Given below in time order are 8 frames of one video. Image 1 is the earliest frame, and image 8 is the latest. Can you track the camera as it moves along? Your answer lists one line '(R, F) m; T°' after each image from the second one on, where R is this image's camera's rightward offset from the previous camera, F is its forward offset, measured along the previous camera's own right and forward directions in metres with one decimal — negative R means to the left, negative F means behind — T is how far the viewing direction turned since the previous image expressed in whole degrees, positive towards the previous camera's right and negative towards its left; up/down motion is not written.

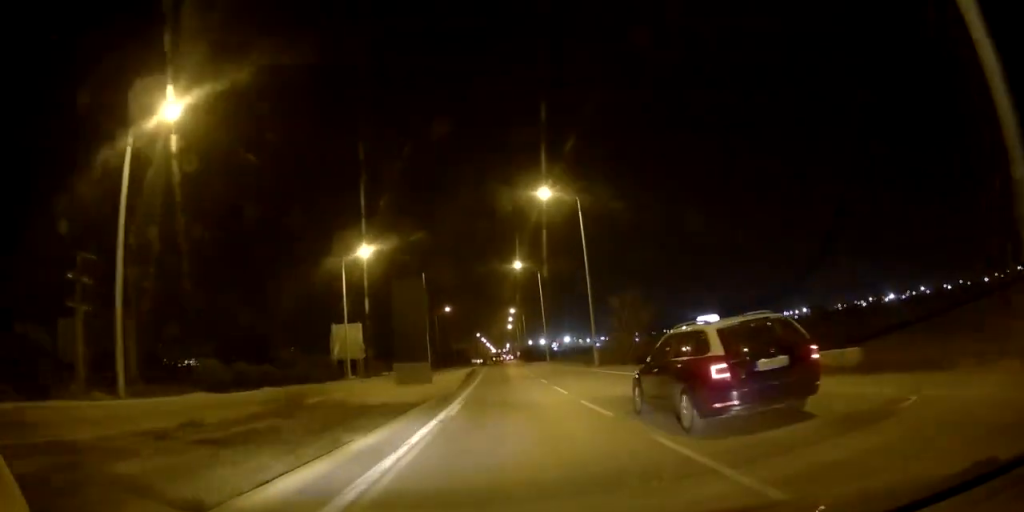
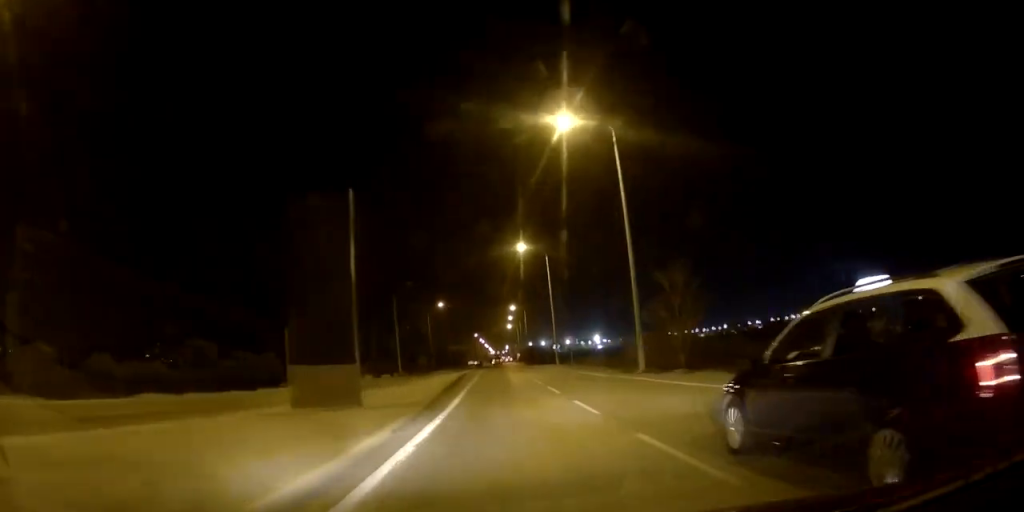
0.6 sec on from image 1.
(+0.2, +10.3) m; +1°
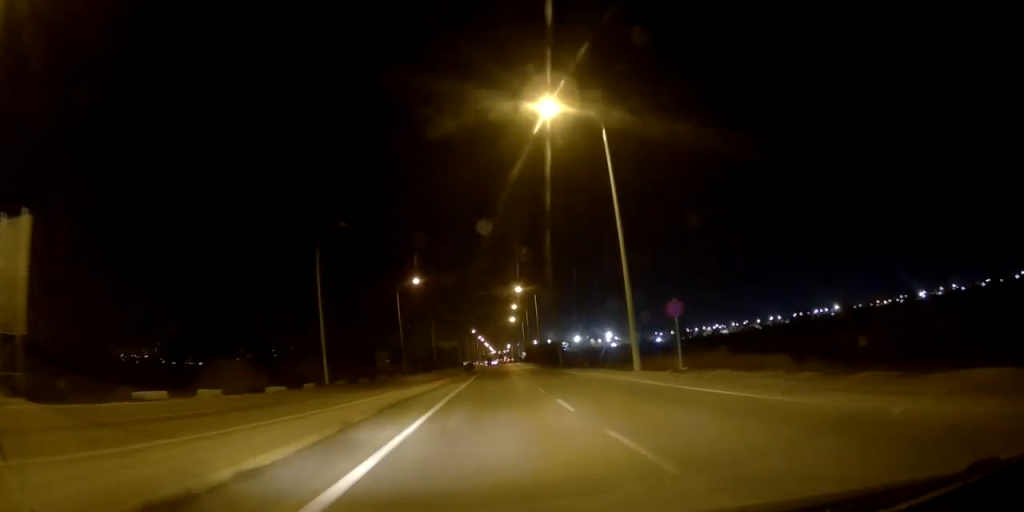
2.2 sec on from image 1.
(0.0, +29.0) m; -1°
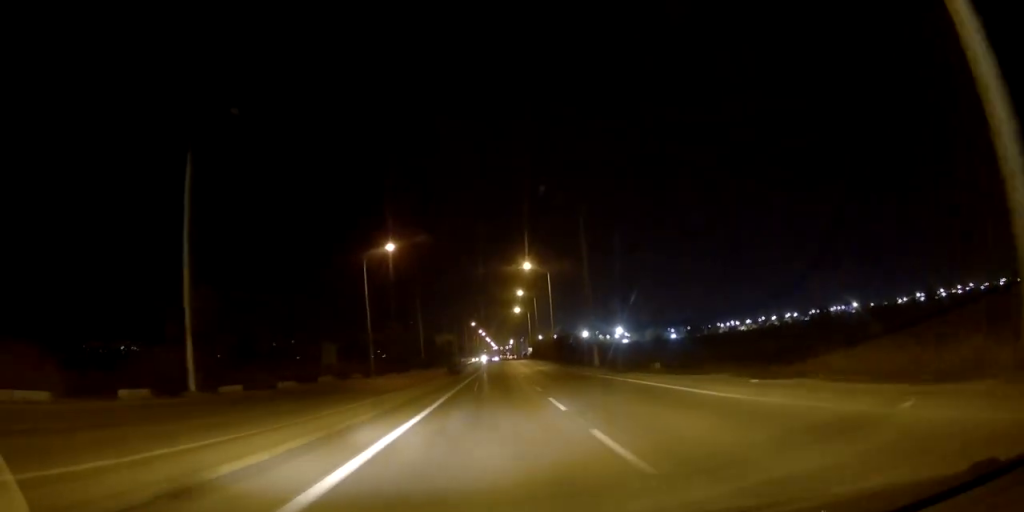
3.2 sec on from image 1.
(-0.2, +18.5) m; 0°
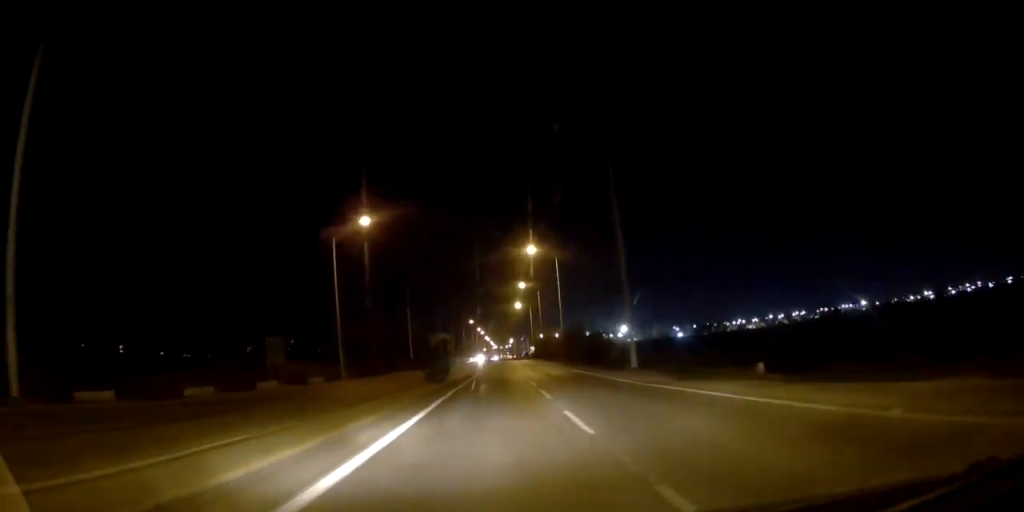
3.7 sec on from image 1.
(0.0, +10.4) m; +1°
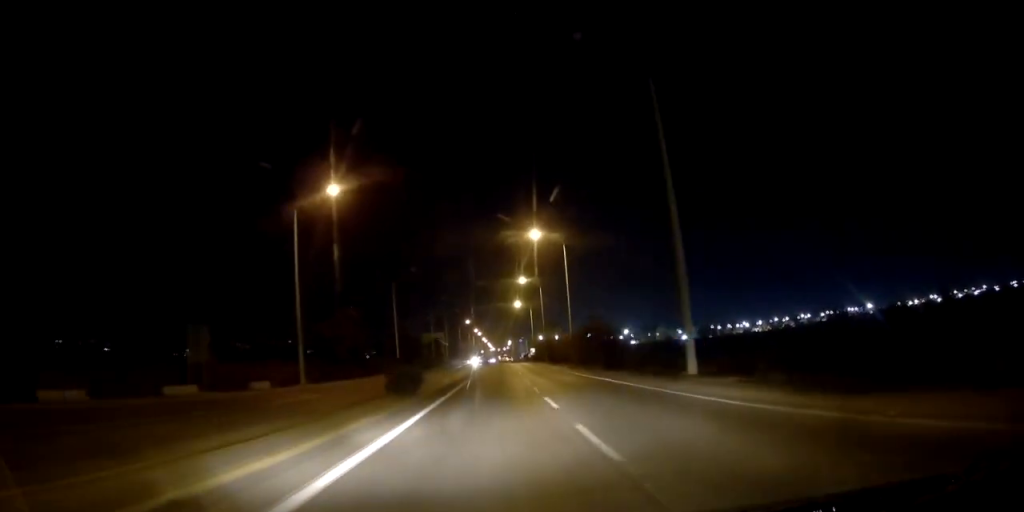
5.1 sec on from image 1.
(+0.2, +29.1) m; 0°
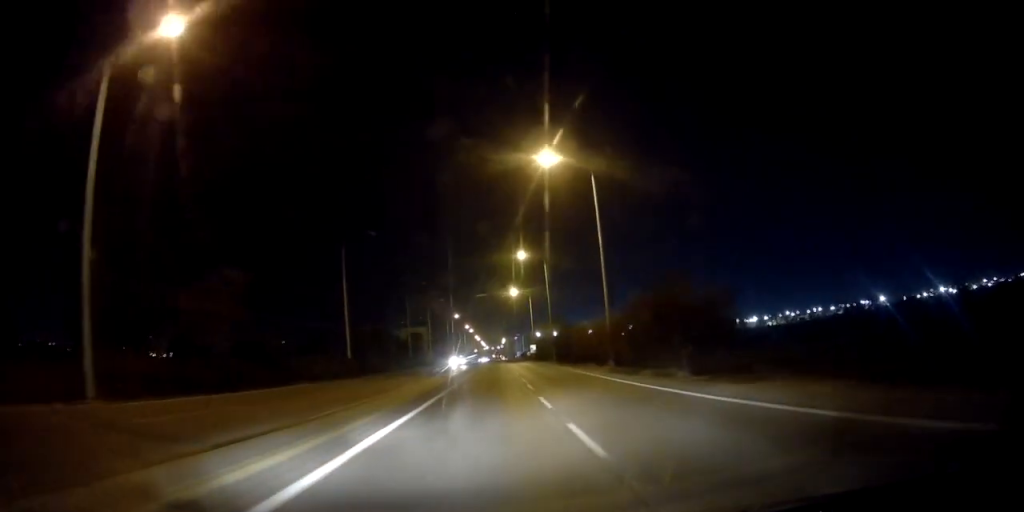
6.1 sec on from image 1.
(-0.3, +20.5) m; 0°
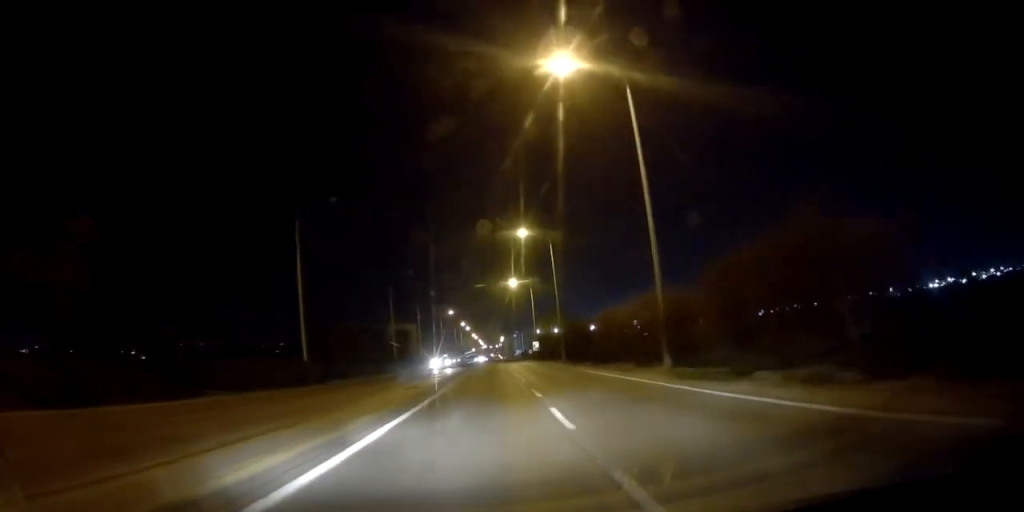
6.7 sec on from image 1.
(+0.3, +11.1) m; 0°
